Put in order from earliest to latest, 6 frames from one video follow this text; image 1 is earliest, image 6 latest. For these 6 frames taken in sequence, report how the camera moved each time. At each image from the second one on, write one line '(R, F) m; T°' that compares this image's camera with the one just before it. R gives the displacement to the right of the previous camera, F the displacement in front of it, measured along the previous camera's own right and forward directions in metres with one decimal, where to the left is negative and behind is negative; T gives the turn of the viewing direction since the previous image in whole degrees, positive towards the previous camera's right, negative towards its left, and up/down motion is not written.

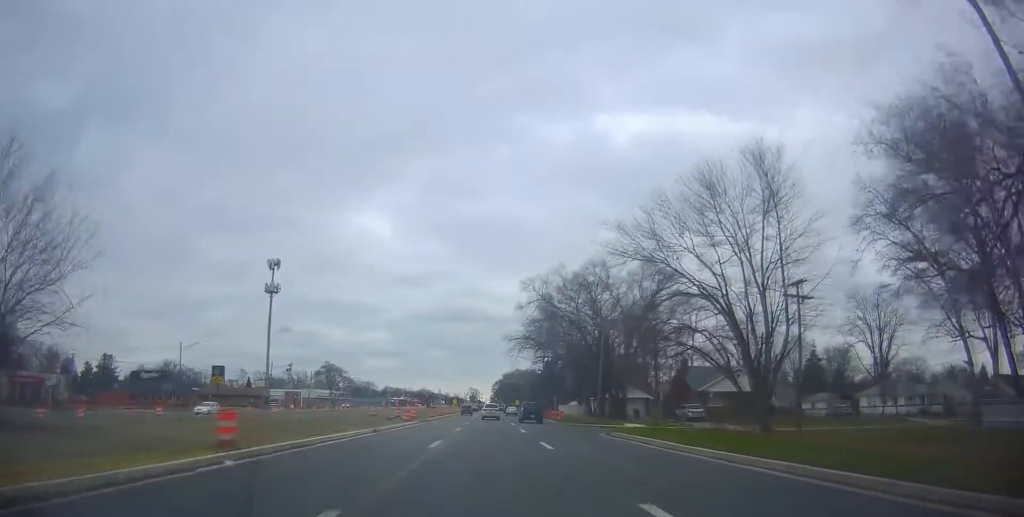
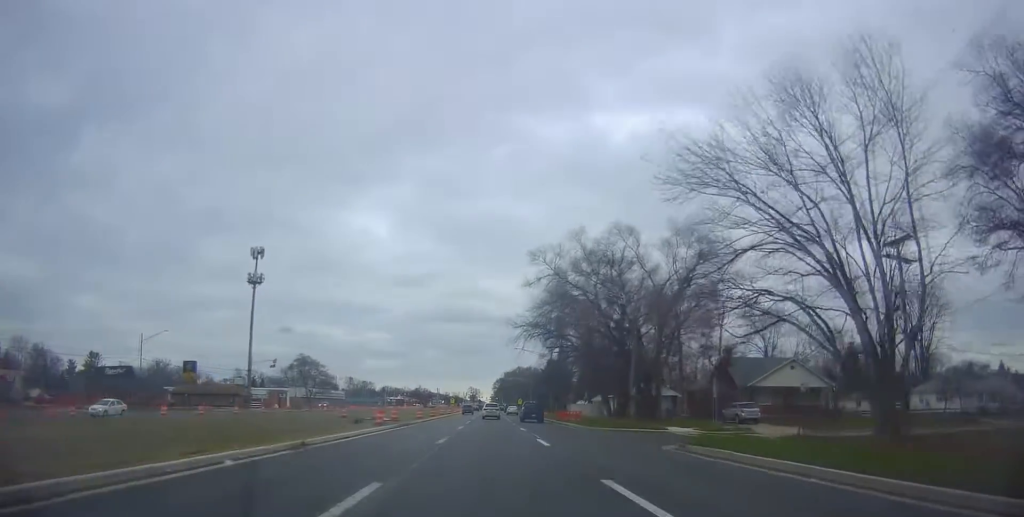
(0.0, +12.2) m; 0°
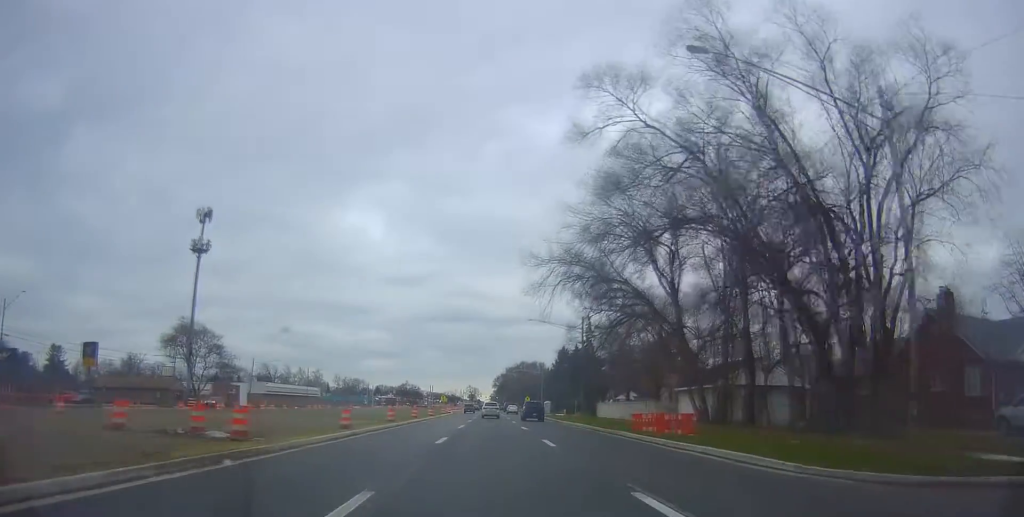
(0.0, +30.3) m; 0°
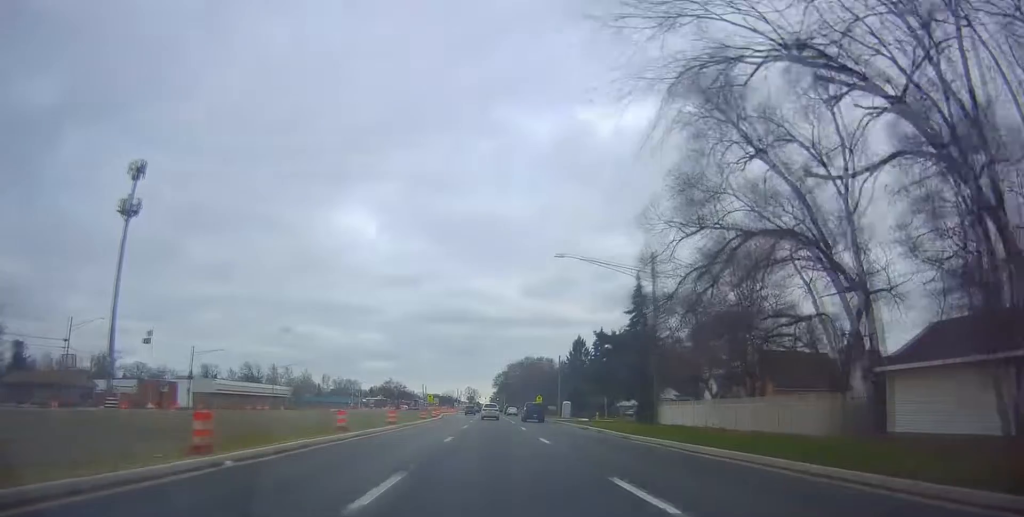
(-0.3, +27.3) m; -1°
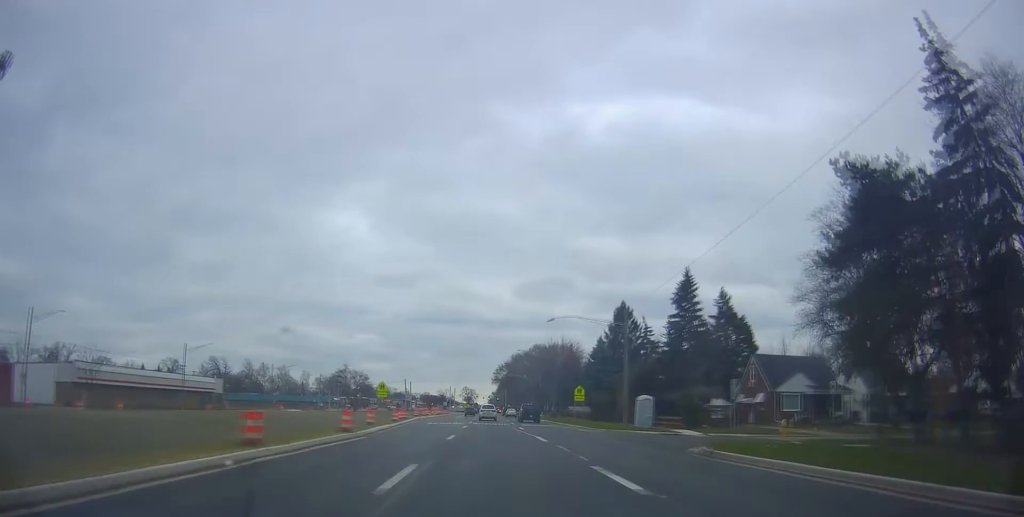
(+0.5, +42.3) m; 0°
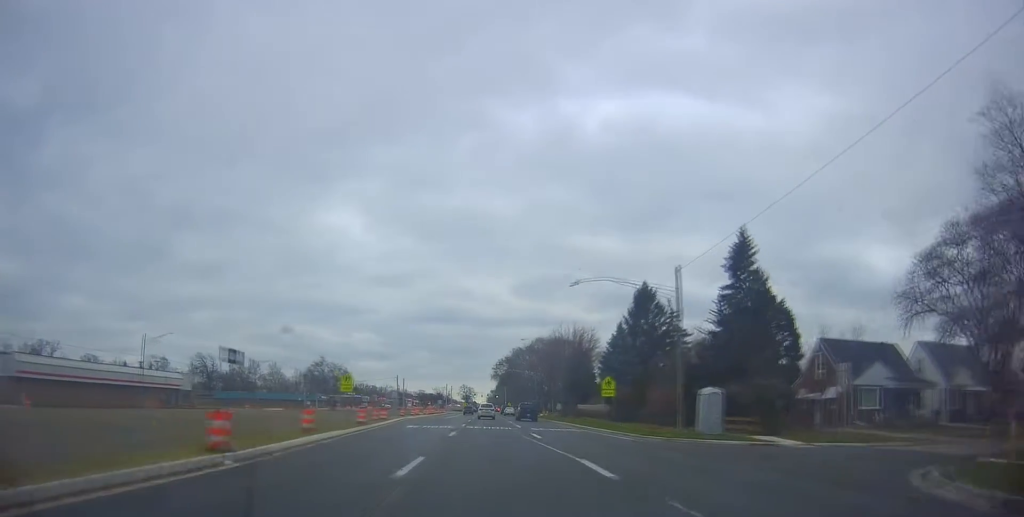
(-0.2, +13.0) m; -1°
